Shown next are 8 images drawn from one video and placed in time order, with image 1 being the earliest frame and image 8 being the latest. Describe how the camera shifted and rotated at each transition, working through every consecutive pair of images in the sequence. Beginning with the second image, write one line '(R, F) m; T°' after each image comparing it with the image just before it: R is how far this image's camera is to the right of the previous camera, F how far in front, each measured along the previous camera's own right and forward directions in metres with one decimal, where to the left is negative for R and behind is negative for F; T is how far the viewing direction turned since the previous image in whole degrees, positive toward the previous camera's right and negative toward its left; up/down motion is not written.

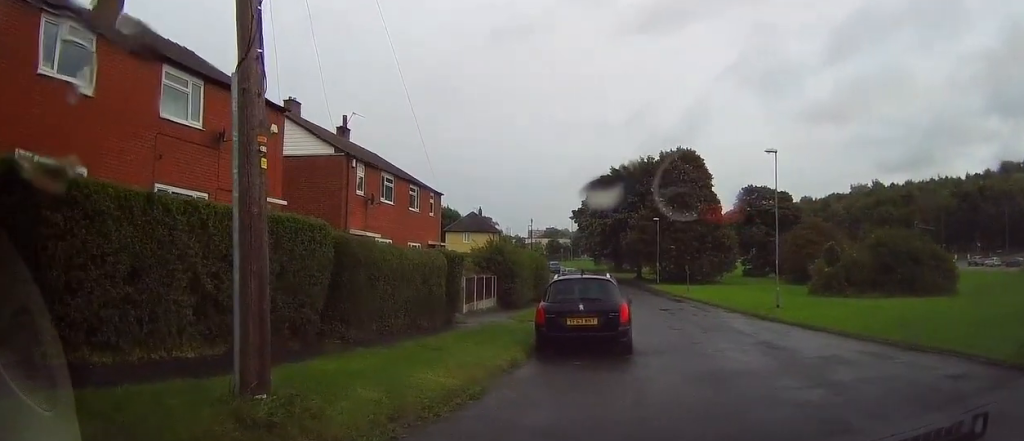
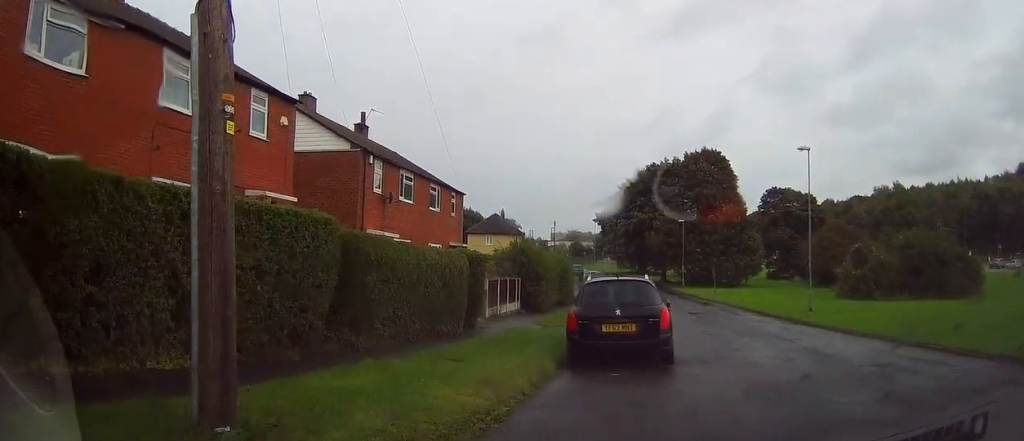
(0.0, +1.3) m; 0°
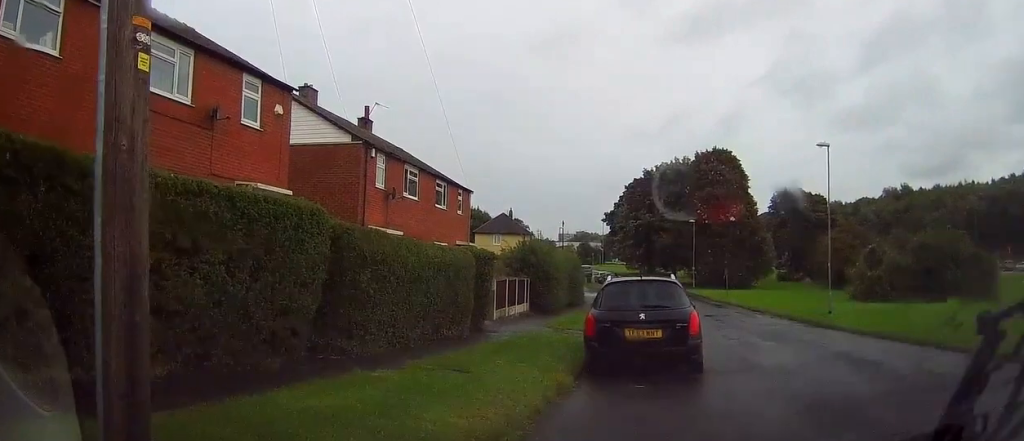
(+0.2, +1.1) m; 0°
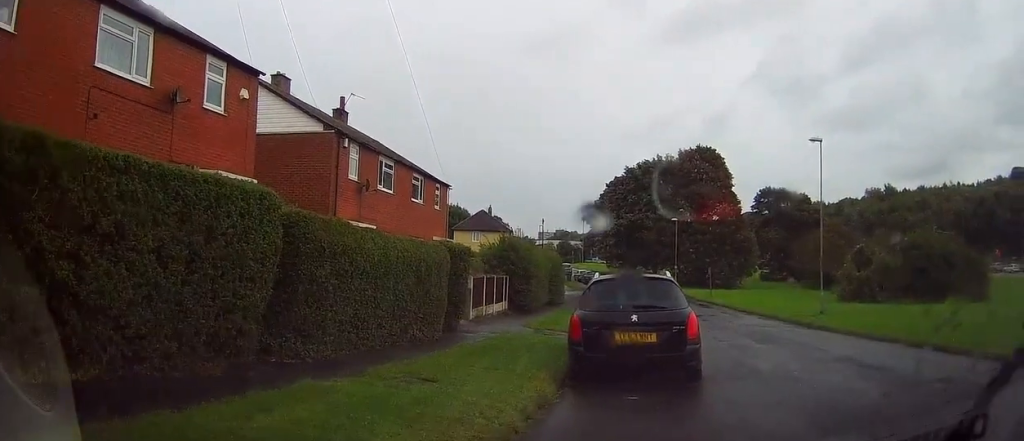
(-0.2, +1.0) m; -1°
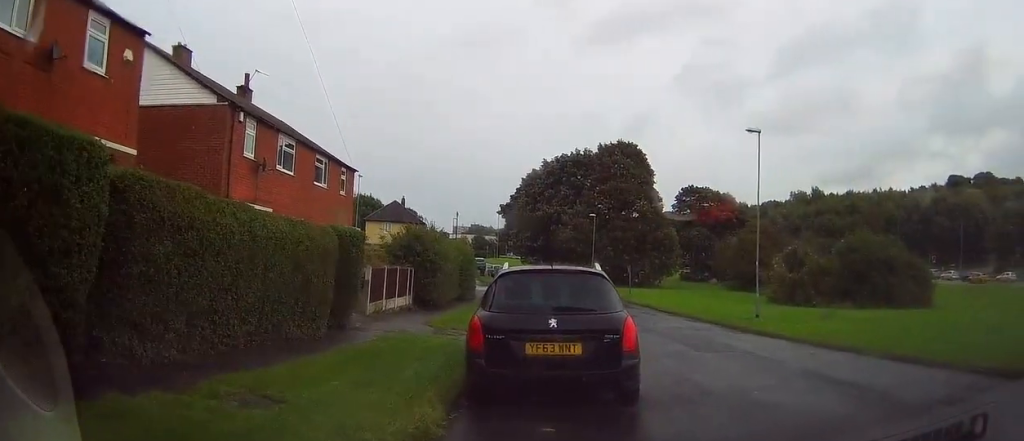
(+0.1, +2.0) m; +15°
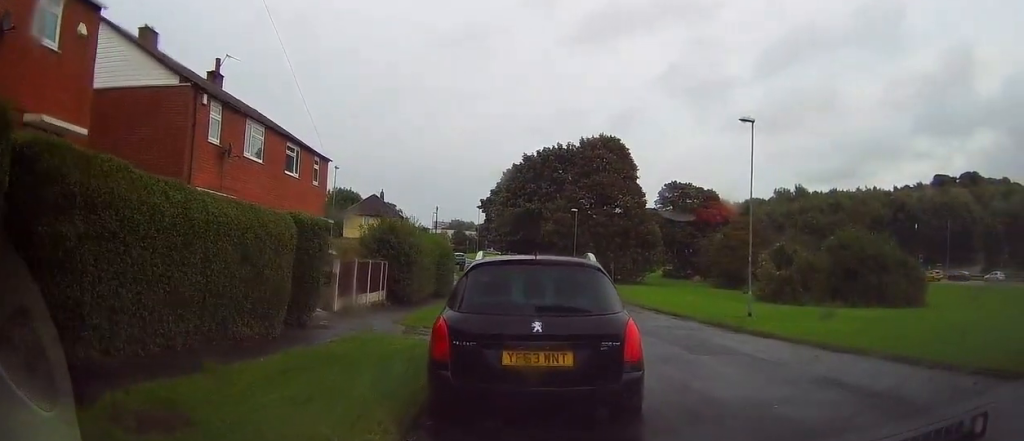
(+0.1, +1.3) m; +3°
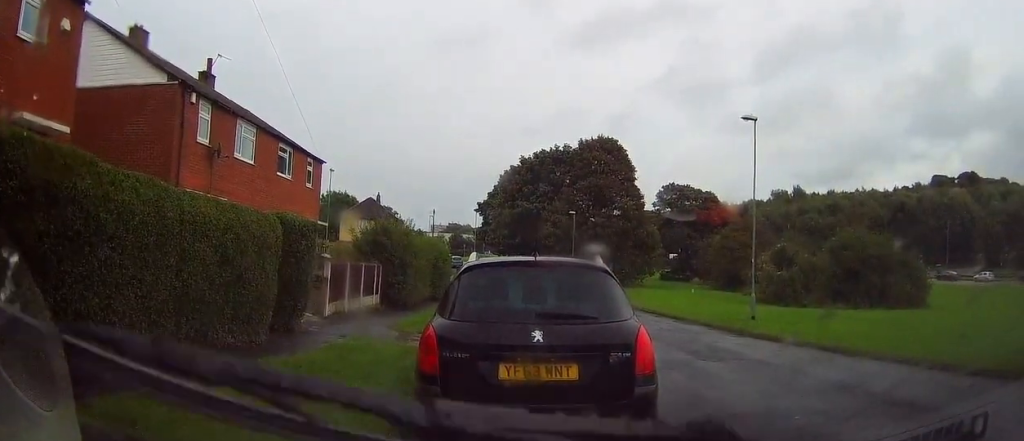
(0.0, +0.9) m; 0°
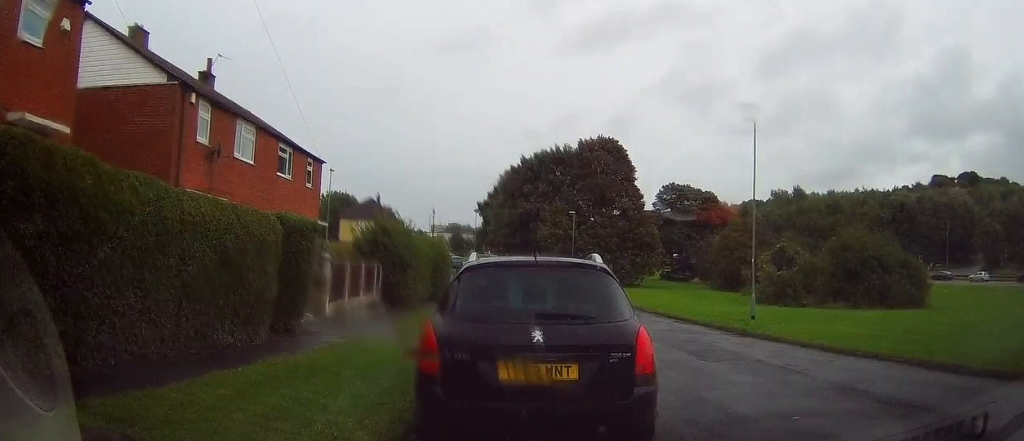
(0.0, 0.0) m; 0°
